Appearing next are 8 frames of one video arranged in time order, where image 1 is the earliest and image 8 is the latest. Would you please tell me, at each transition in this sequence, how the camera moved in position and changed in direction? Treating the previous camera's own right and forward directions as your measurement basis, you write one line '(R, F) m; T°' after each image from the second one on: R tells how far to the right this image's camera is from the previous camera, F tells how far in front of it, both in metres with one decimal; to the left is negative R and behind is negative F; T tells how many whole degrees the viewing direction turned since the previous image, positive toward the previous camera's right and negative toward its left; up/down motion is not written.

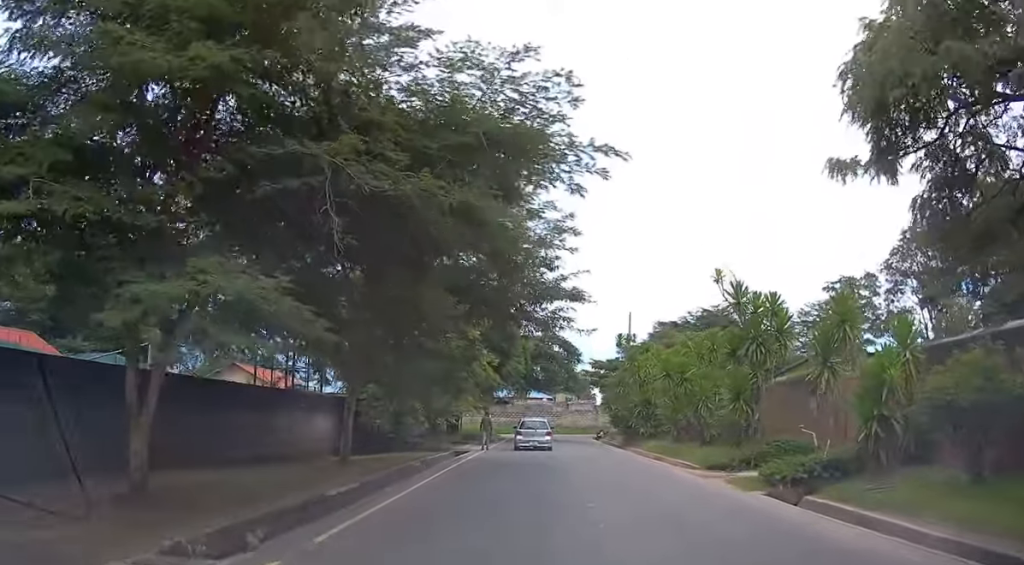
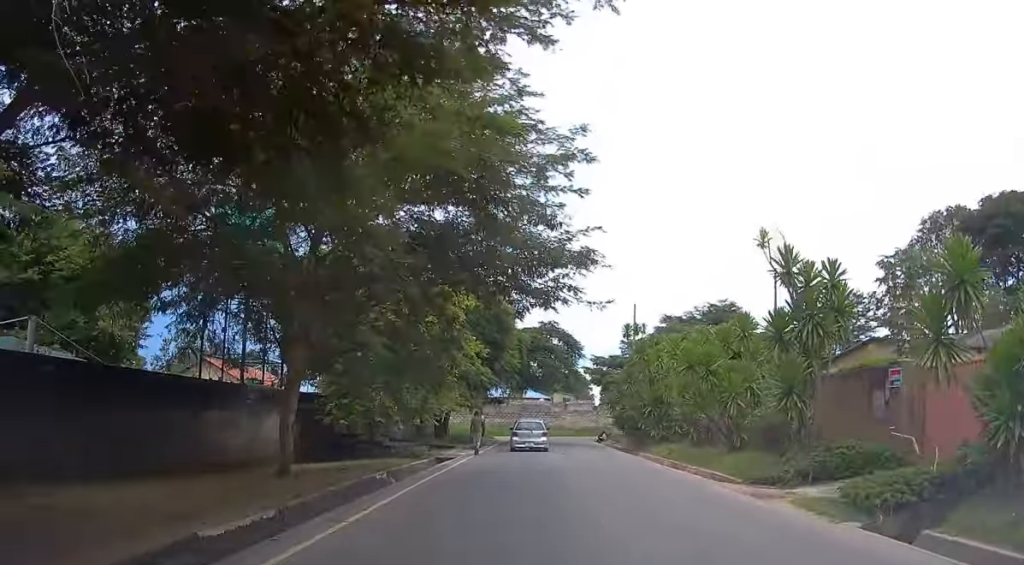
(0.0, +4.7) m; +1°
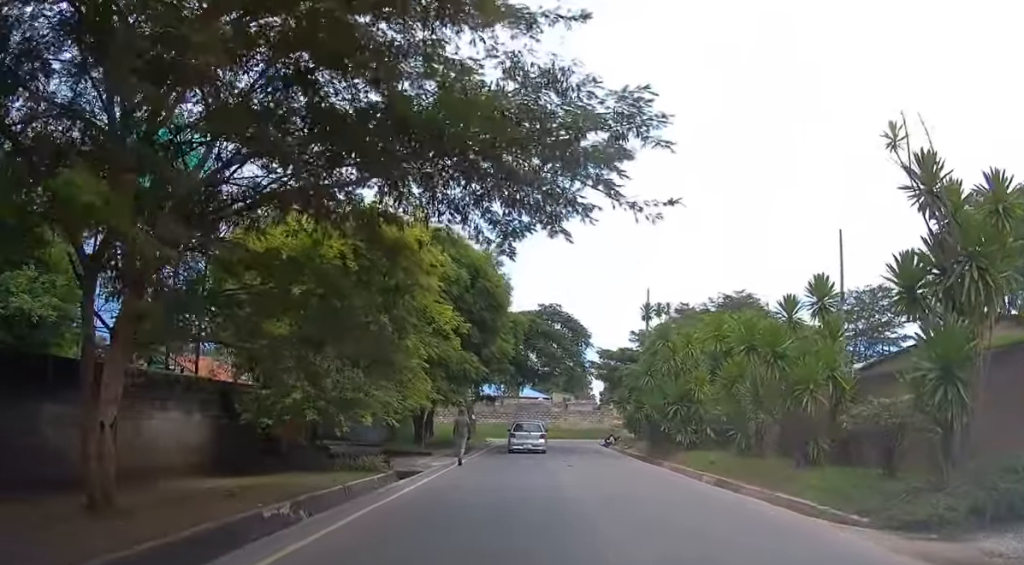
(+0.1, +6.9) m; 0°
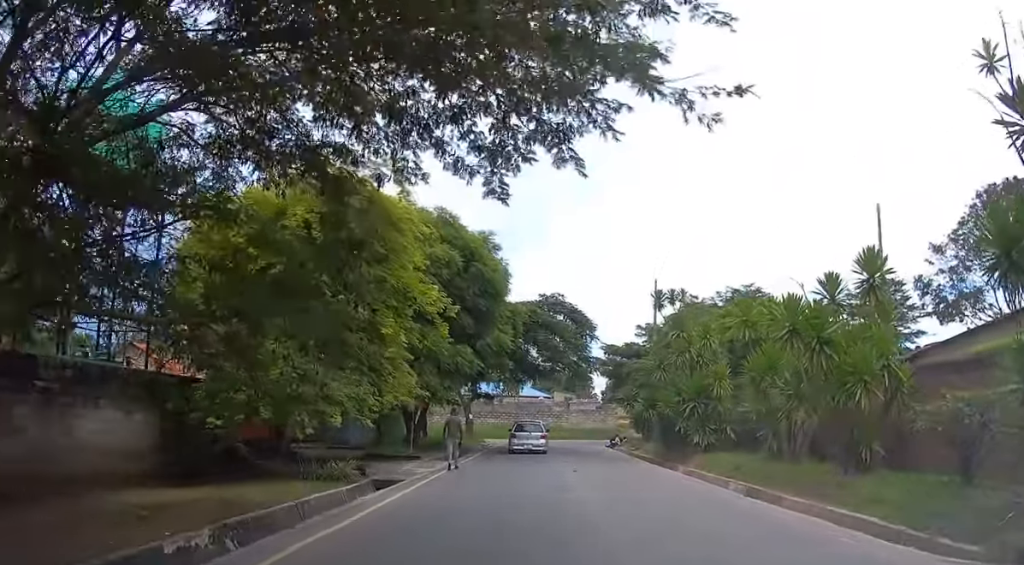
(0.0, +2.9) m; 0°
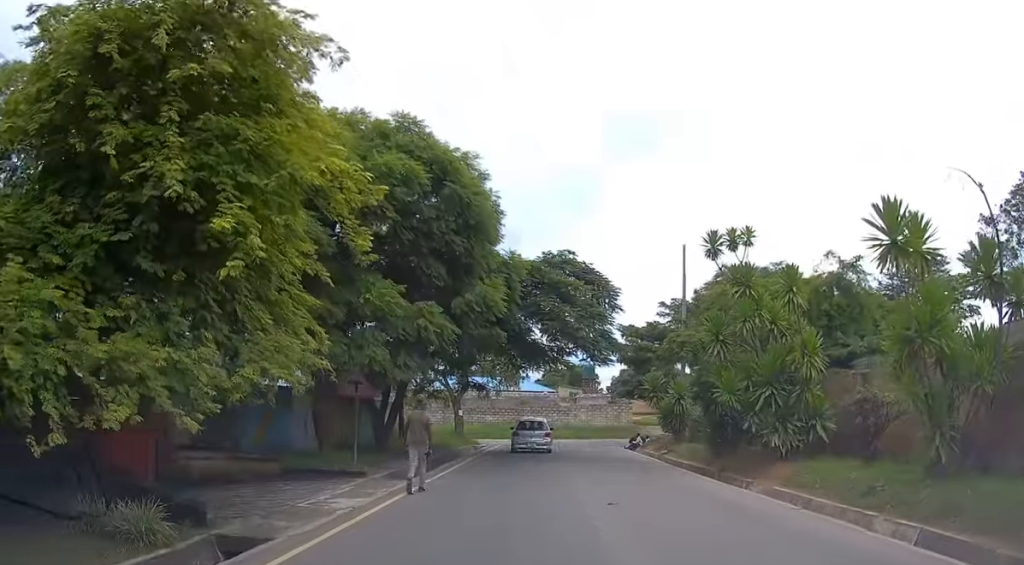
(-0.1, +8.0) m; -1°
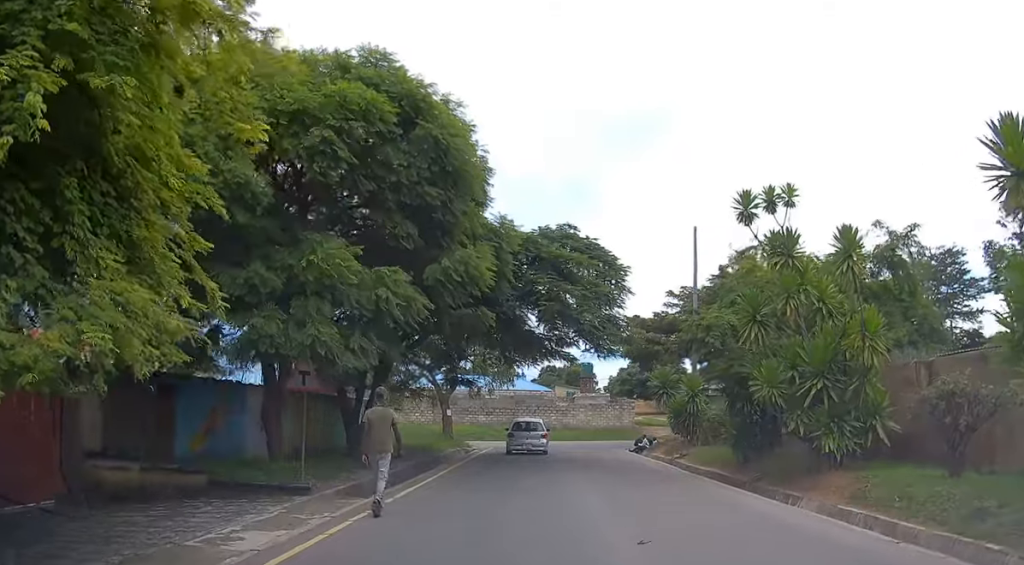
(0.0, +3.5) m; +1°
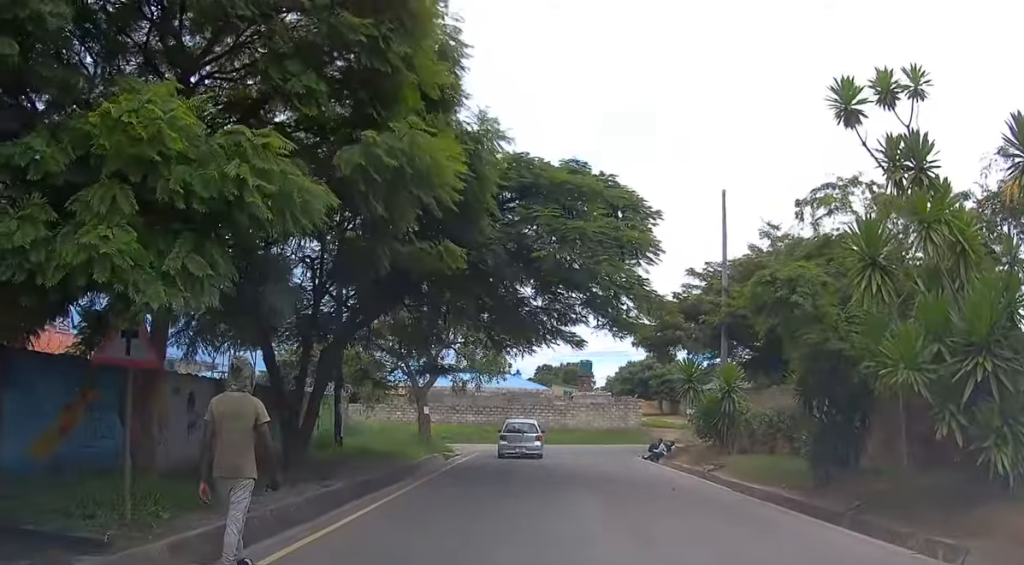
(+0.1, +5.9) m; +1°
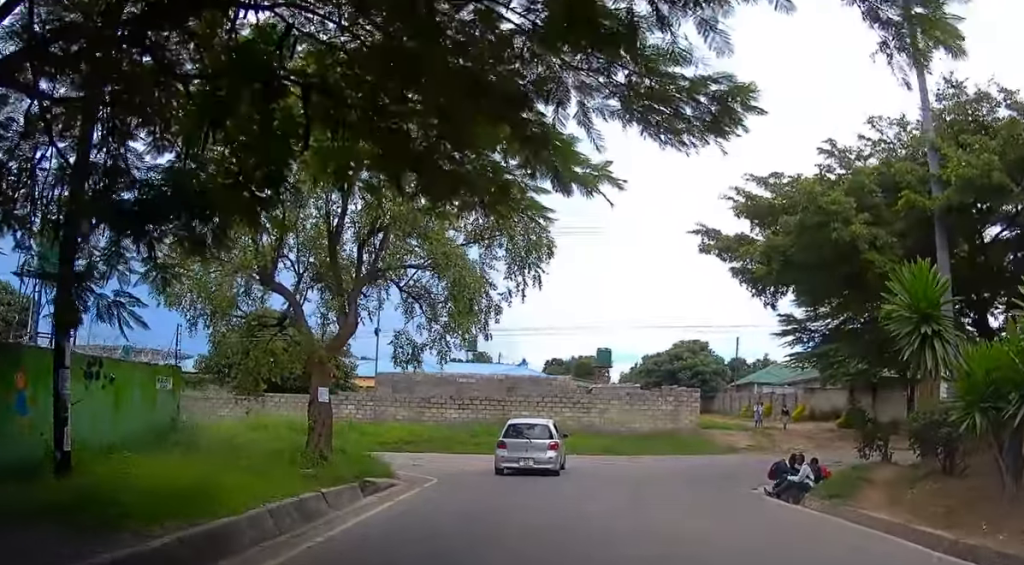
(-0.1, +15.1) m; -1°
